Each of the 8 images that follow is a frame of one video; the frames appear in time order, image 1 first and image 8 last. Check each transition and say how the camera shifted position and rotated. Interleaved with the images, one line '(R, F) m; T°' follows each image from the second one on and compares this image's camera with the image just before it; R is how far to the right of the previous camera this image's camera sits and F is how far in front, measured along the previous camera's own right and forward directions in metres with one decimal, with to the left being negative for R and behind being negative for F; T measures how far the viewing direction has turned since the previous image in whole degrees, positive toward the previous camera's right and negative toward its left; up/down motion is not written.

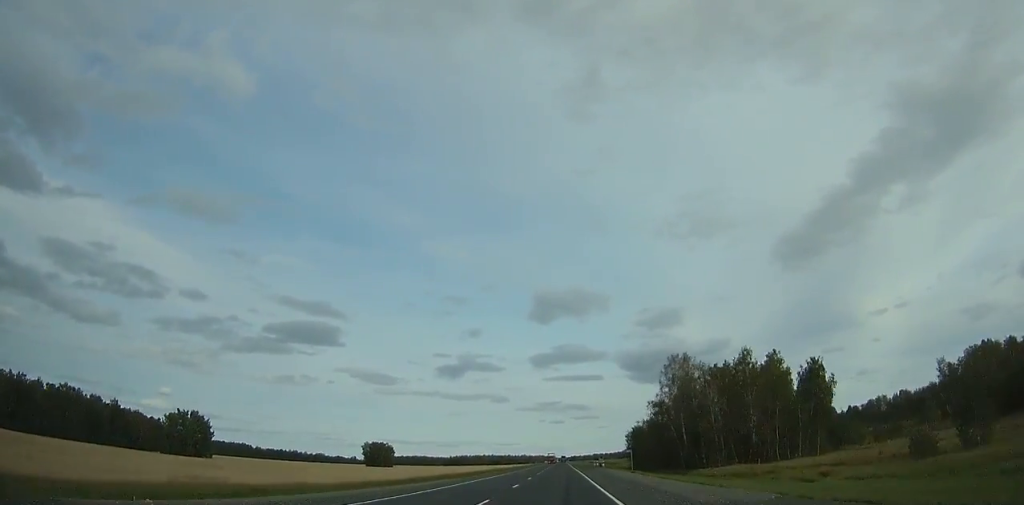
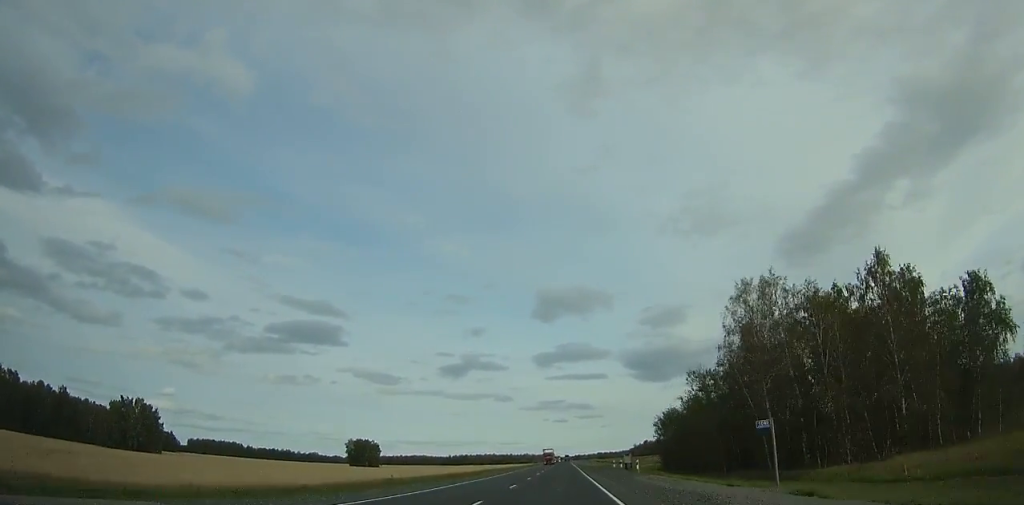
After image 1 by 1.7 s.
(0.0, +38.4) m; 0°
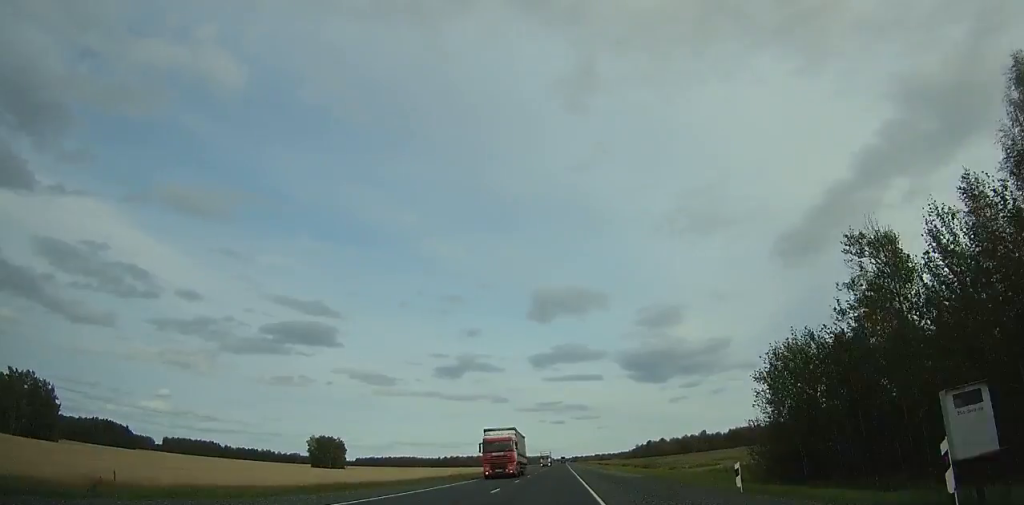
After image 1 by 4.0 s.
(0.0, +51.1) m; 0°
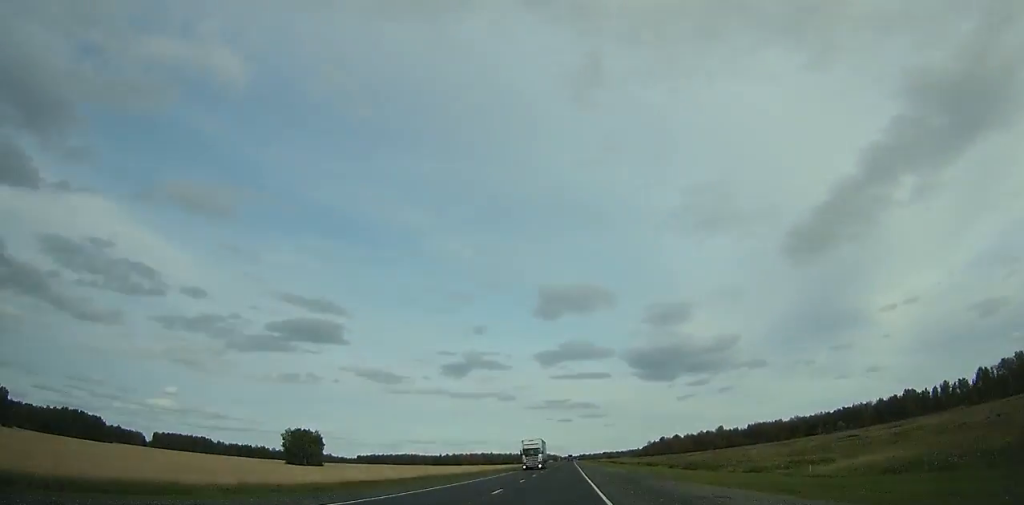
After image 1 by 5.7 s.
(0.0, +37.3) m; 0°
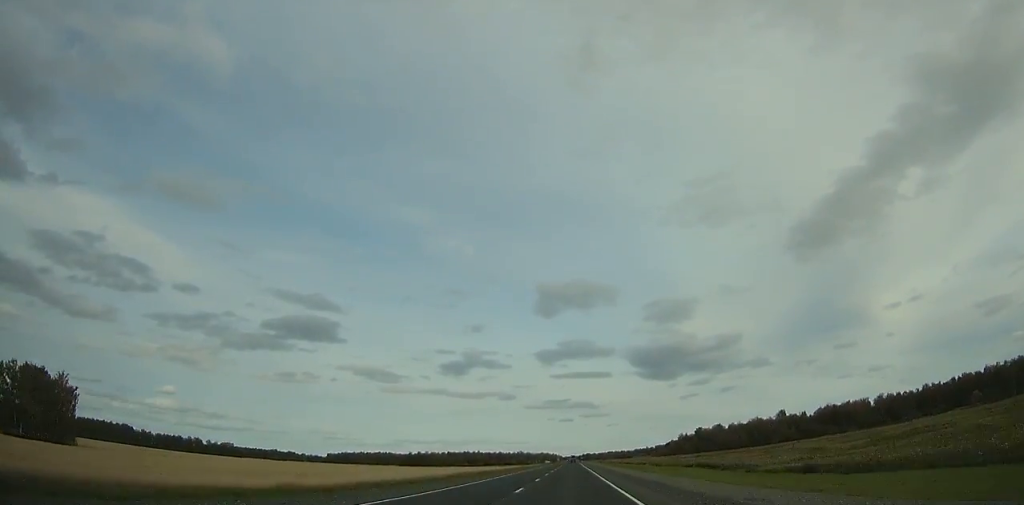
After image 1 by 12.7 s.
(-0.9, +152.8) m; 0°
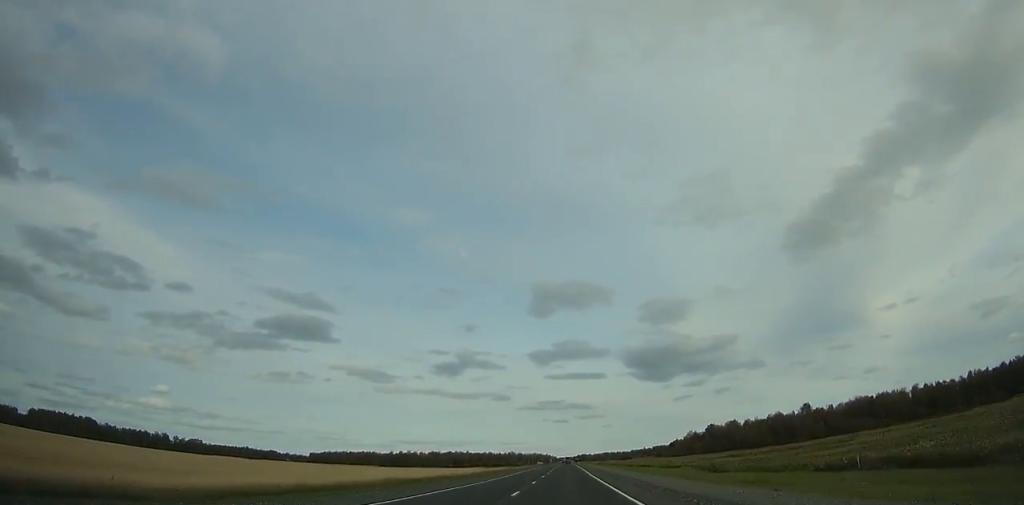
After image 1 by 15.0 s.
(+0.1, +49.8) m; 0°
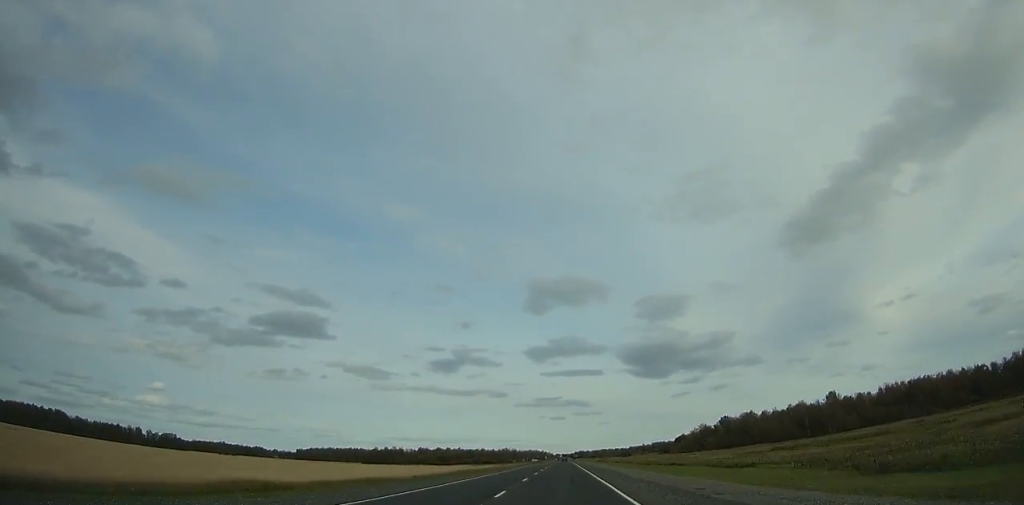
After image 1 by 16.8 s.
(+0.1, +39.0) m; 0°
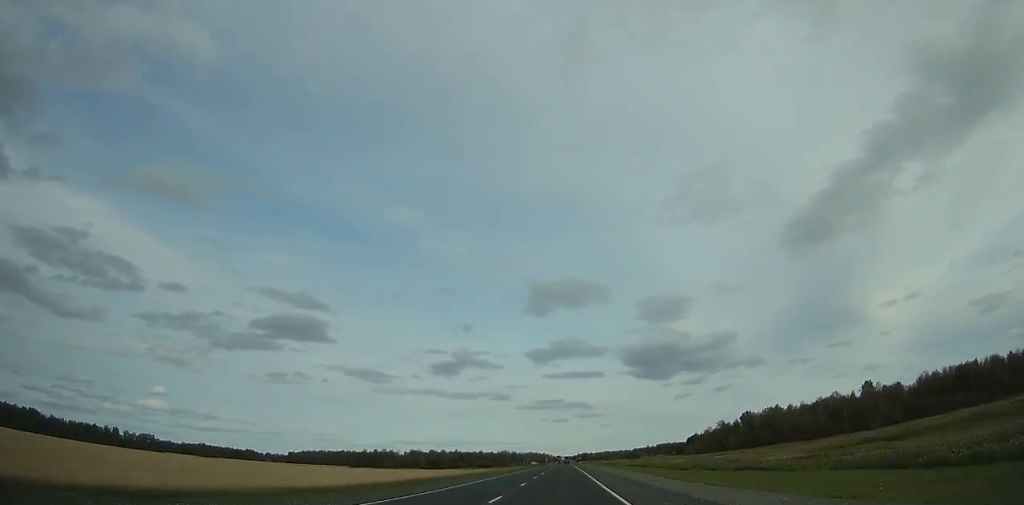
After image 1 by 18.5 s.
(+0.1, +36.9) m; 0°
